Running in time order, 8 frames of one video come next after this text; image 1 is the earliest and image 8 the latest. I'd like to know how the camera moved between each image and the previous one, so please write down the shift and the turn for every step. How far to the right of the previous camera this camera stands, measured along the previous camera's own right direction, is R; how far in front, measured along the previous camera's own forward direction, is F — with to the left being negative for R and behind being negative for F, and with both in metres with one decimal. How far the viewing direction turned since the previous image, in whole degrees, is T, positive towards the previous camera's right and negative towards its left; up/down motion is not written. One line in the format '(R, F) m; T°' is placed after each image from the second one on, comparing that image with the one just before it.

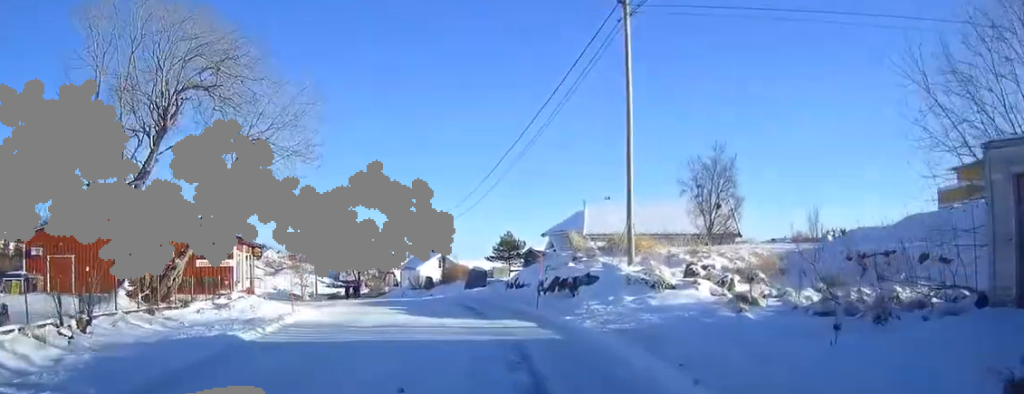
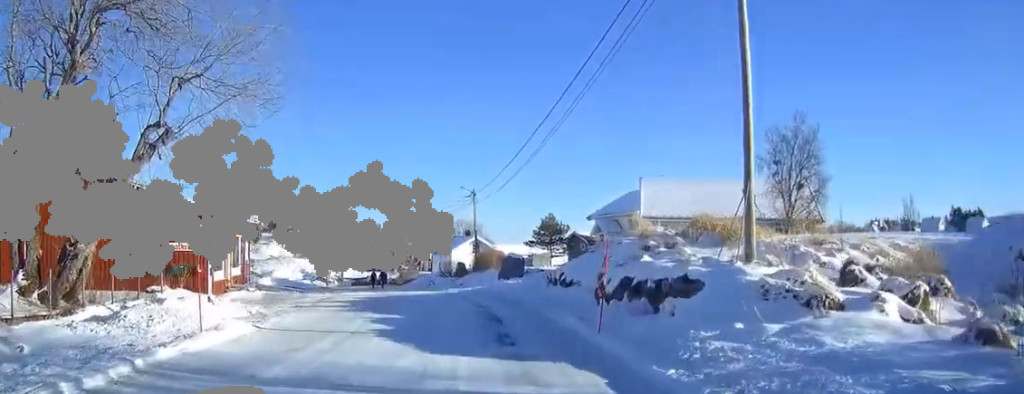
(-0.2, +7.8) m; -4°
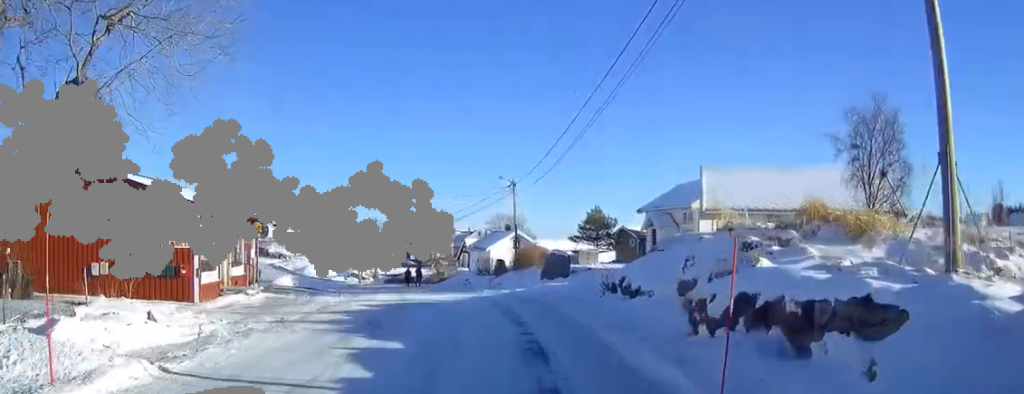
(-0.3, +5.3) m; -2°
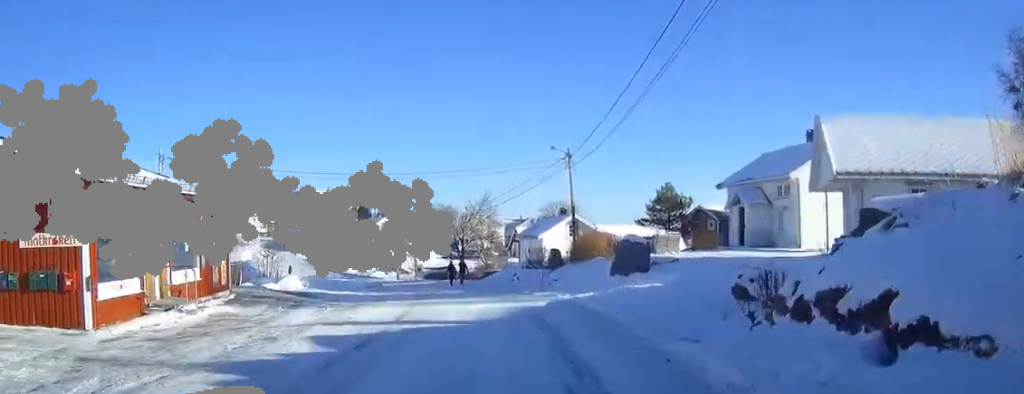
(-0.2, +10.2) m; -3°
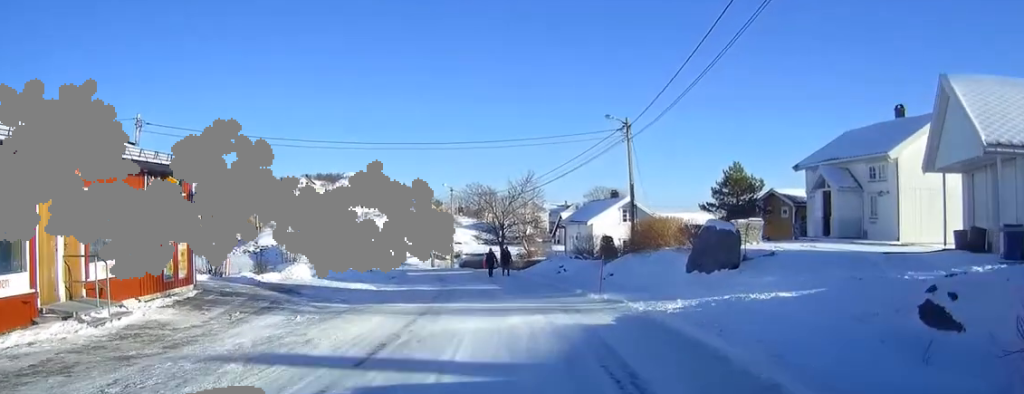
(-0.1, +7.0) m; -5°
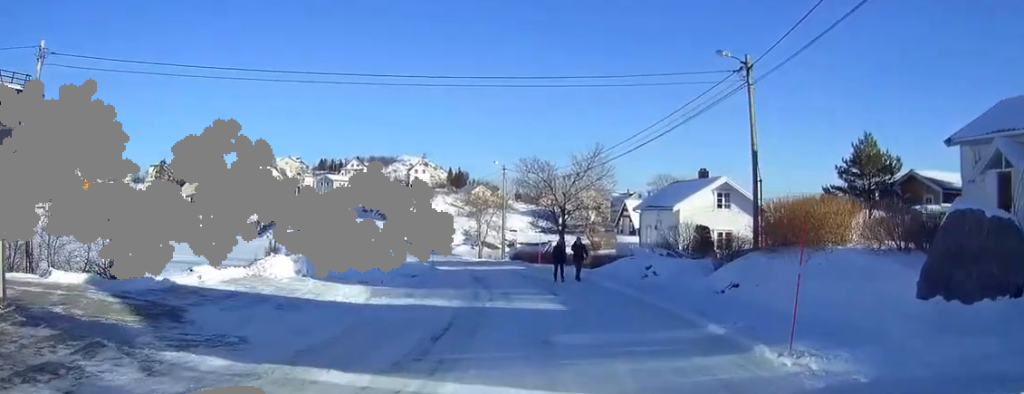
(-1.0, +12.0) m; -5°
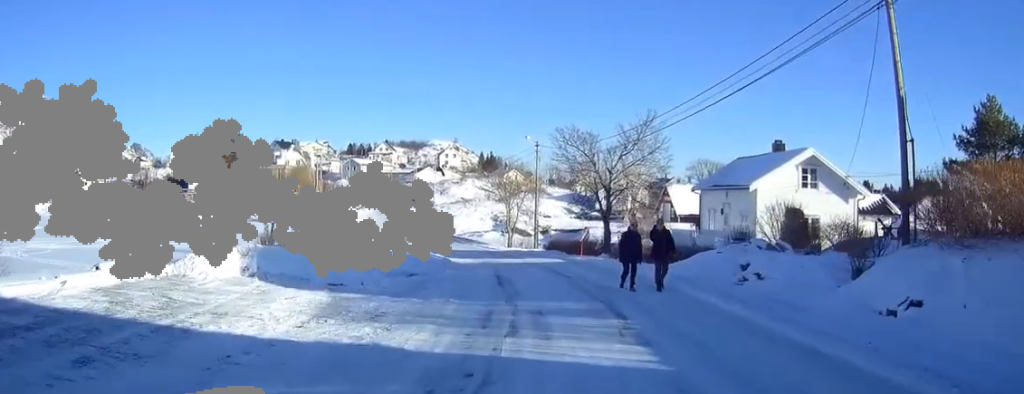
(+0.1, +9.0) m; +2°
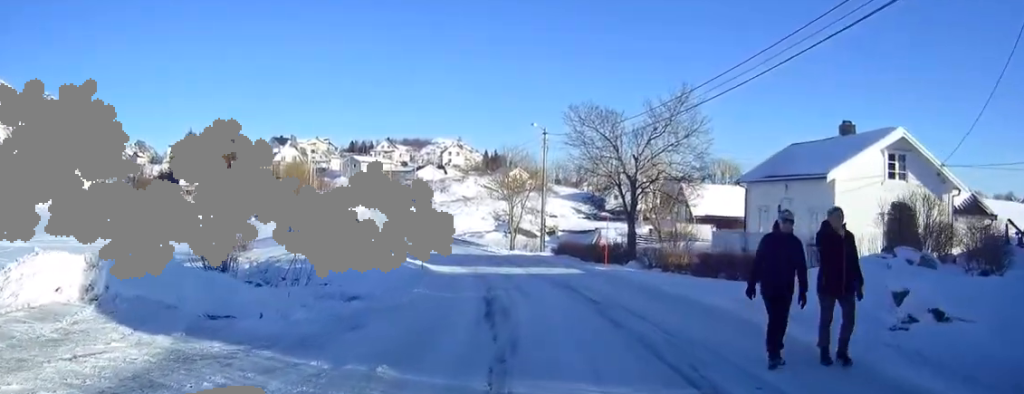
(+0.2, +8.7) m; +2°
